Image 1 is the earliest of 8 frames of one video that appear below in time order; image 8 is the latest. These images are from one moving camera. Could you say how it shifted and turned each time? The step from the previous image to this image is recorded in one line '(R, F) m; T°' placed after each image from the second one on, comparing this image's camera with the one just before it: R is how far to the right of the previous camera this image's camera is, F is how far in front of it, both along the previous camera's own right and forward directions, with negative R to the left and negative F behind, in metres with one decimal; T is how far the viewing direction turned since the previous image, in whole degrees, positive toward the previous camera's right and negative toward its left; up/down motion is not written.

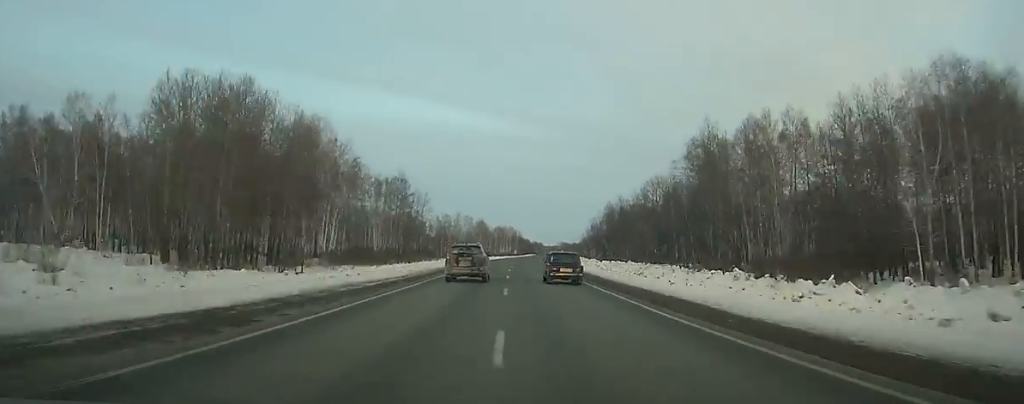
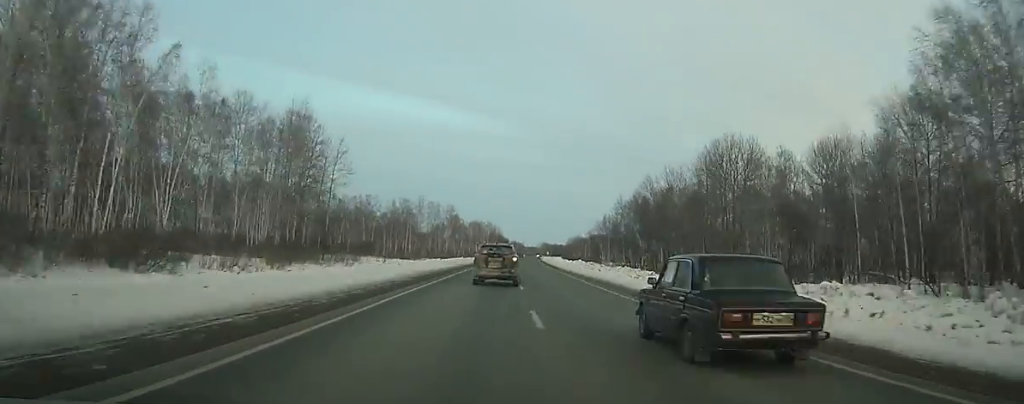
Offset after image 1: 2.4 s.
(+0.6, +66.2) m; +2°
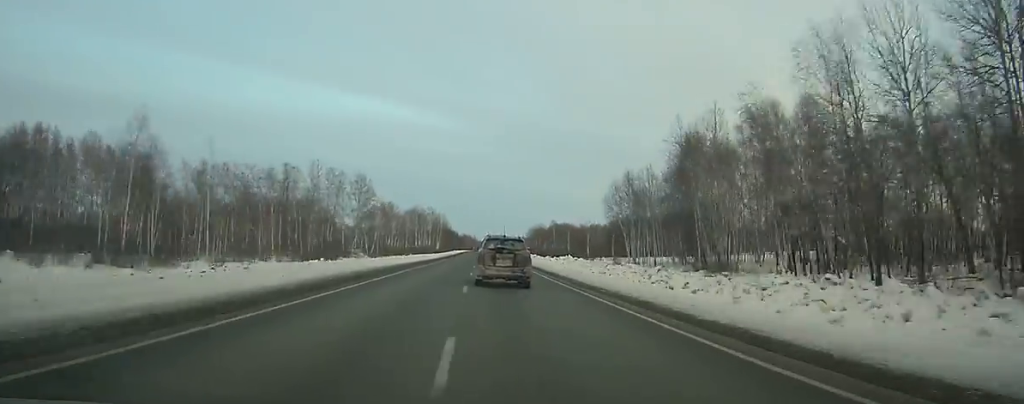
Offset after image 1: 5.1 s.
(+1.9, +74.5) m; +2°
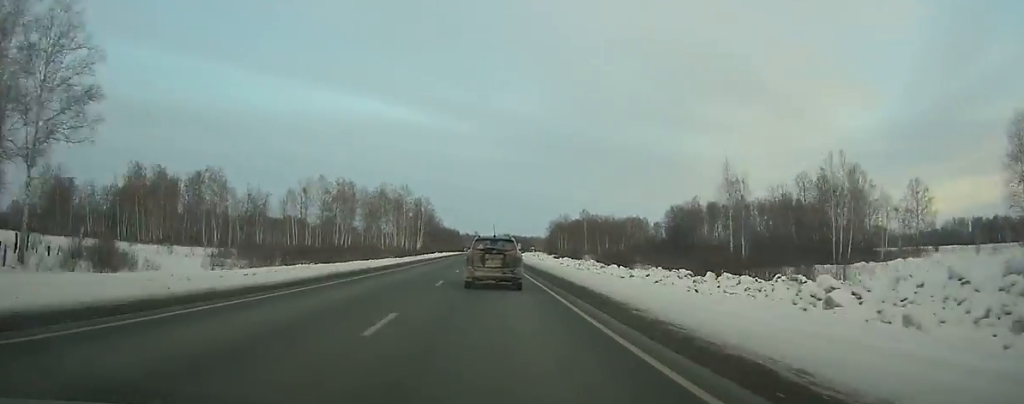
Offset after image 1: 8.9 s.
(+1.3, +103.5) m; 0°
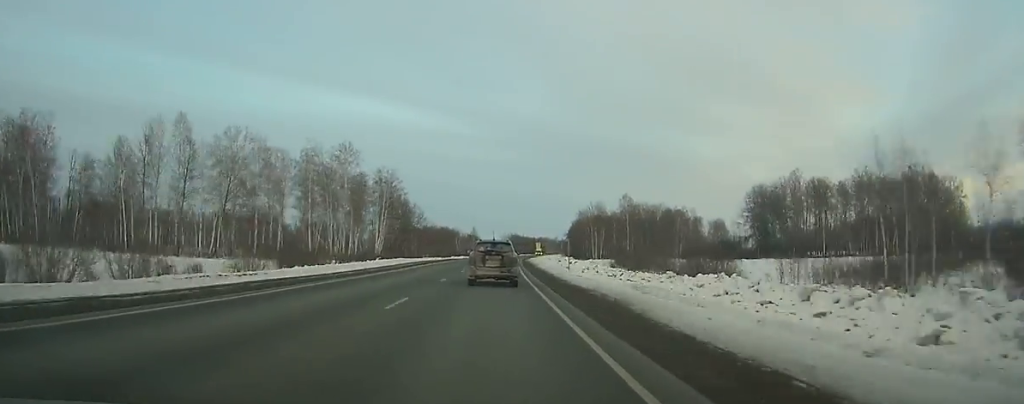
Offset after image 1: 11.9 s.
(-0.4, +80.5) m; 0°
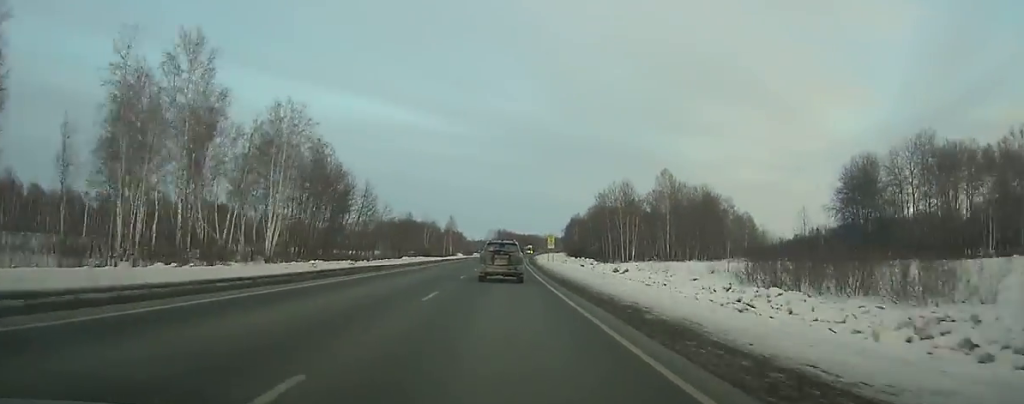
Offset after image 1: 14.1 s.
(+0.2, +58.7) m; +1°
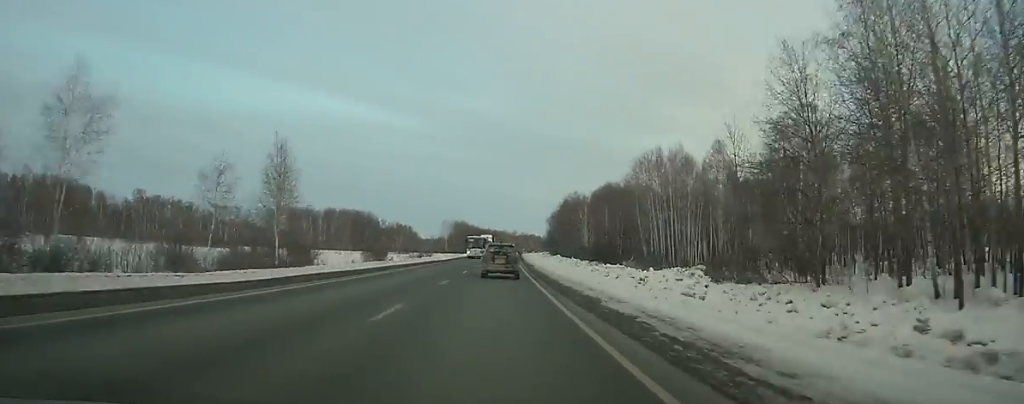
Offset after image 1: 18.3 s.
(+3.2, +112.1) m; +3°
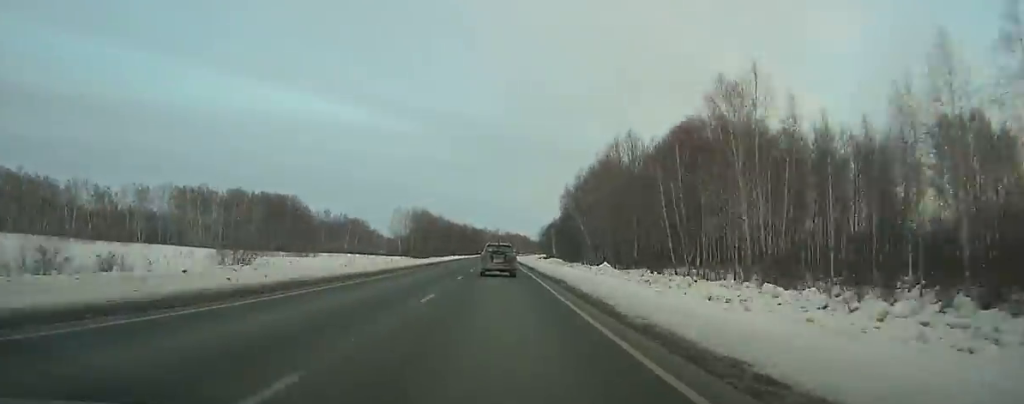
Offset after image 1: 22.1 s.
(+1.8, +102.2) m; +2°
